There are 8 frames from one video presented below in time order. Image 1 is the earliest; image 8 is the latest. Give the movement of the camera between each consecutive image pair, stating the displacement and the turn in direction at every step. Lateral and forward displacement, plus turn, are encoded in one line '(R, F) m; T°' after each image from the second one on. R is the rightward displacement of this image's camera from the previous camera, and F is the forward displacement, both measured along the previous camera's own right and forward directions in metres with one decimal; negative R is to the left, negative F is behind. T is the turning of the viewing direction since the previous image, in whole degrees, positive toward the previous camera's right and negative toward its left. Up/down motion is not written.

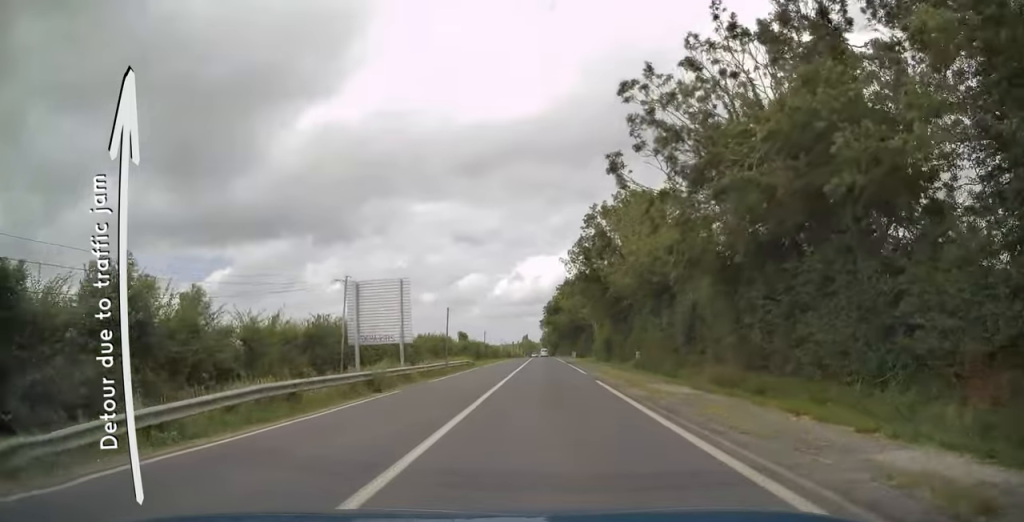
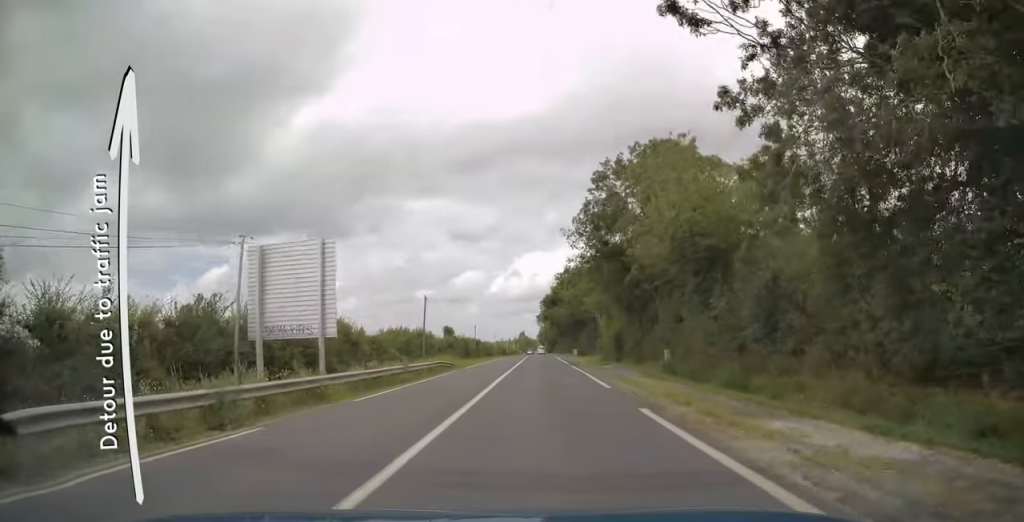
(0.0, +10.8) m; 0°
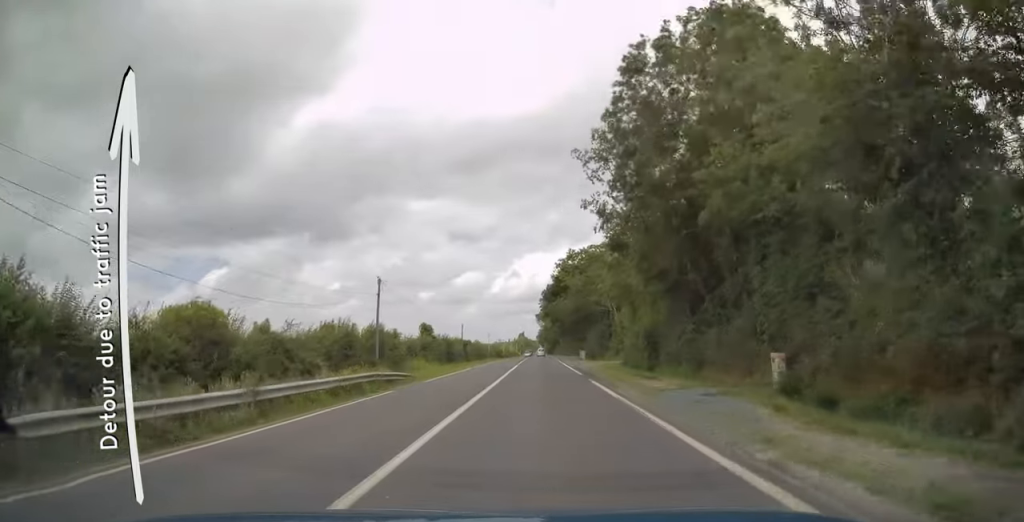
(0.0, +15.3) m; 0°
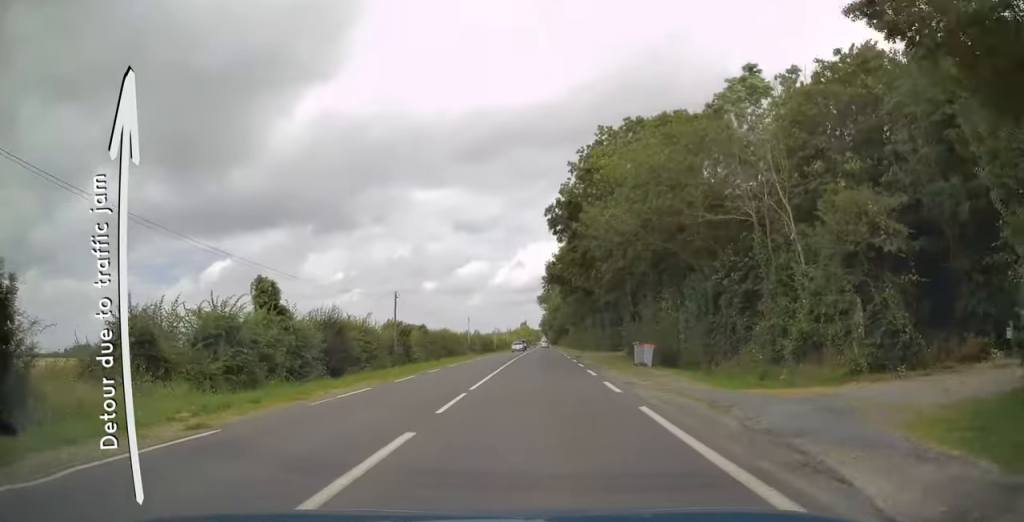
(-0.2, +38.3) m; -1°
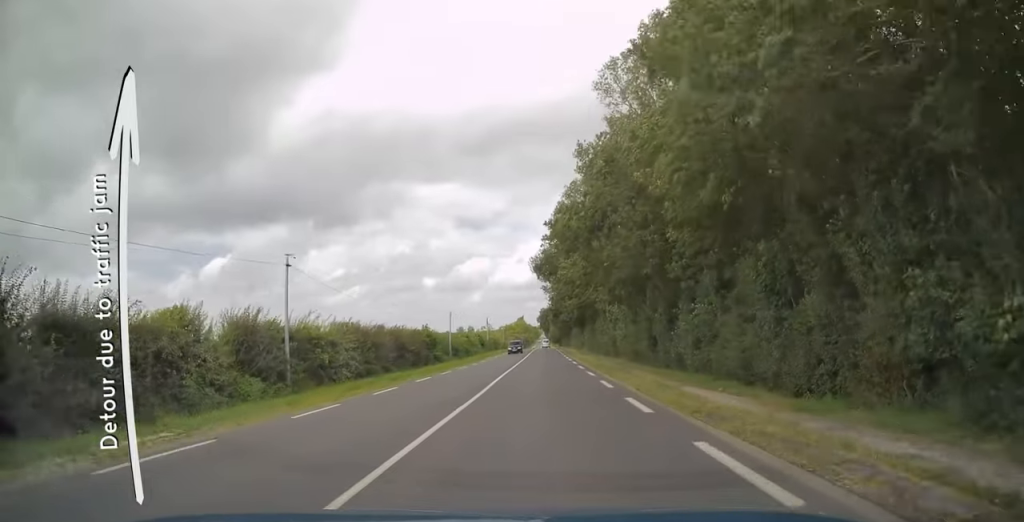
(0.0, +61.5) m; 0°
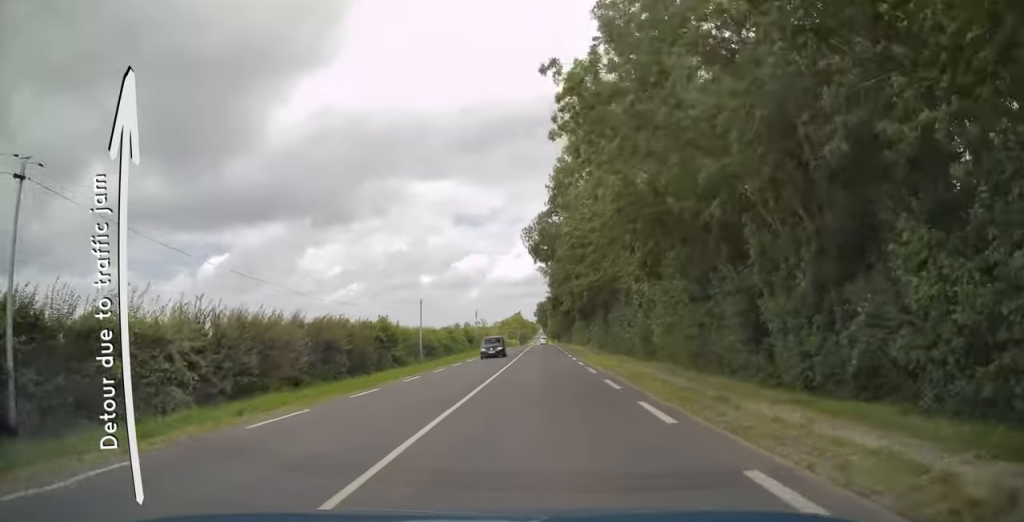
(0.0, +15.0) m; 0°
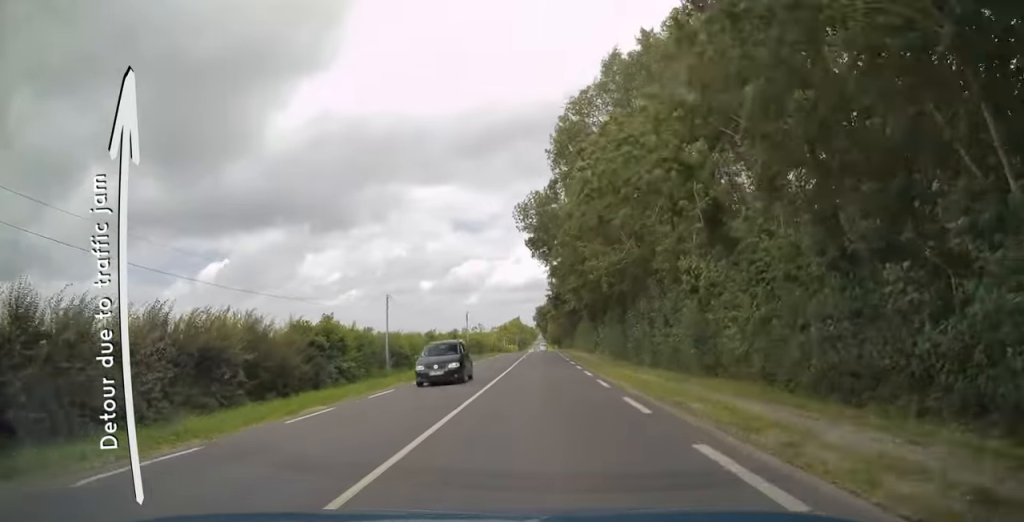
(0.0, +11.1) m; 0°
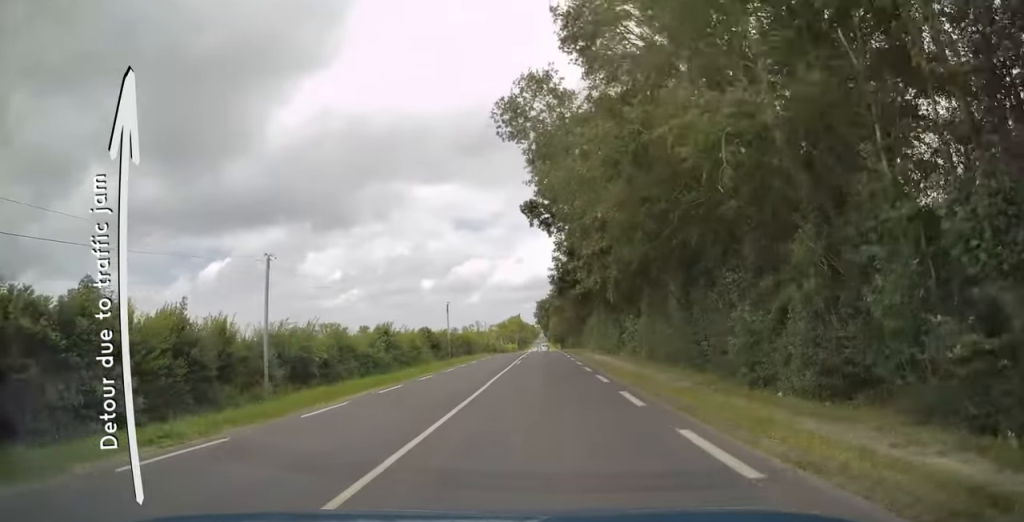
(0.0, +18.5) m; 0°
